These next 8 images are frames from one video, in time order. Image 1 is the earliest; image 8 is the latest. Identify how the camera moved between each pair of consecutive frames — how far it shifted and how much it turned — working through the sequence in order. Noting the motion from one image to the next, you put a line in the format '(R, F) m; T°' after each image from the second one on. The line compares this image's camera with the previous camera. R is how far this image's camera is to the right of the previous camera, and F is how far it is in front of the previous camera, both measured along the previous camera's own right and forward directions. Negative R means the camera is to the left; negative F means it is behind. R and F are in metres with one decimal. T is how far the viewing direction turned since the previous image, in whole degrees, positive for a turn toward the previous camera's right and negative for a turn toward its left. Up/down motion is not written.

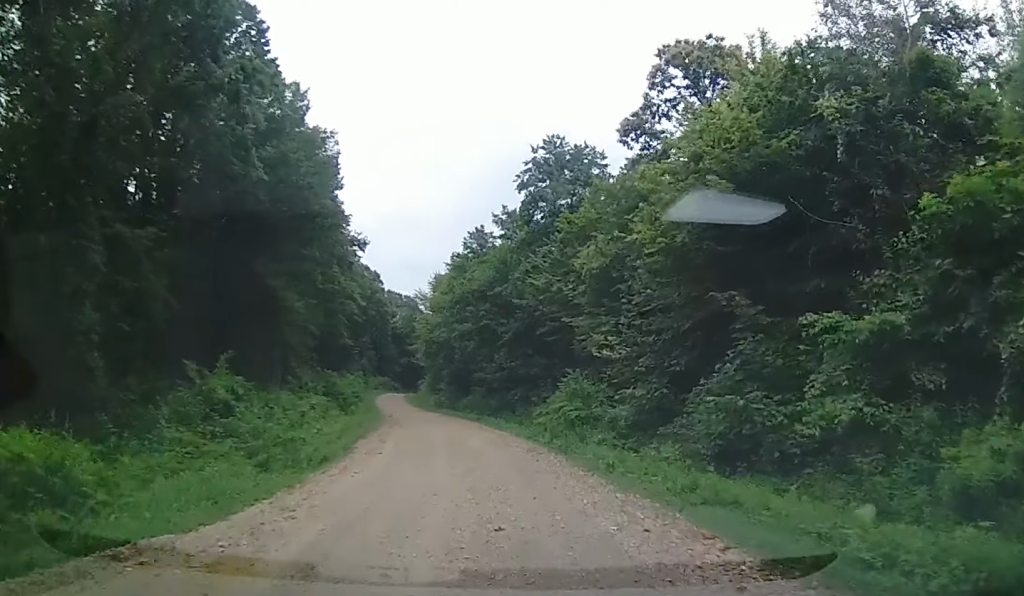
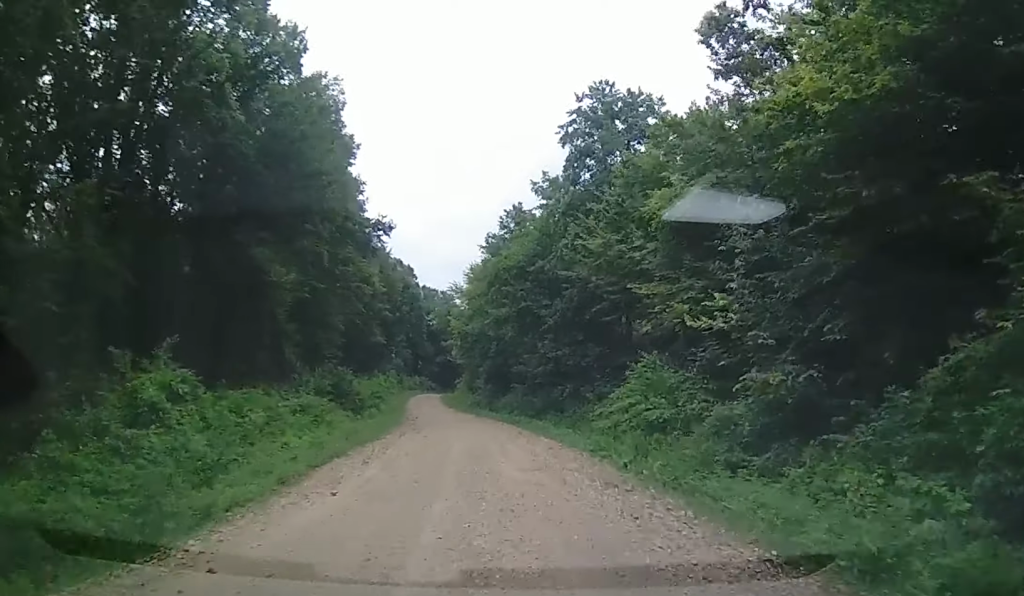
(-0.1, +7.7) m; -1°
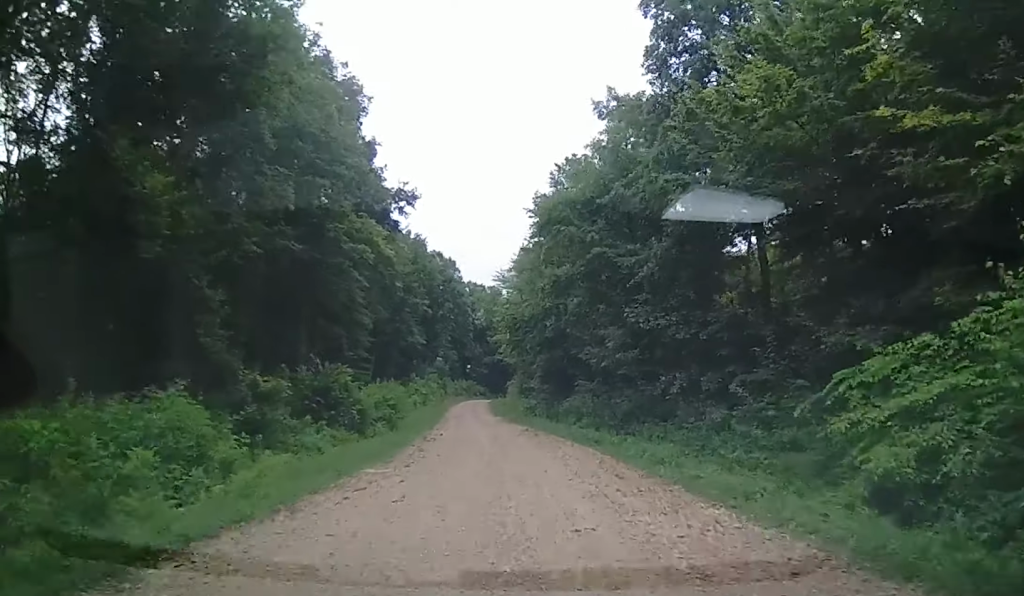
(0.0, +14.1) m; 0°
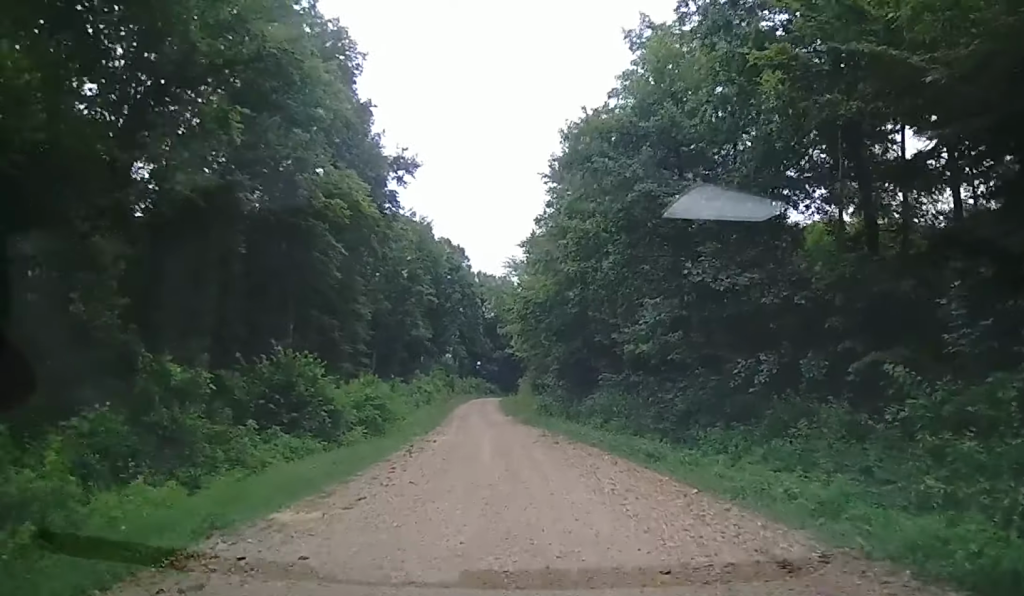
(0.0, +6.8) m; -1°
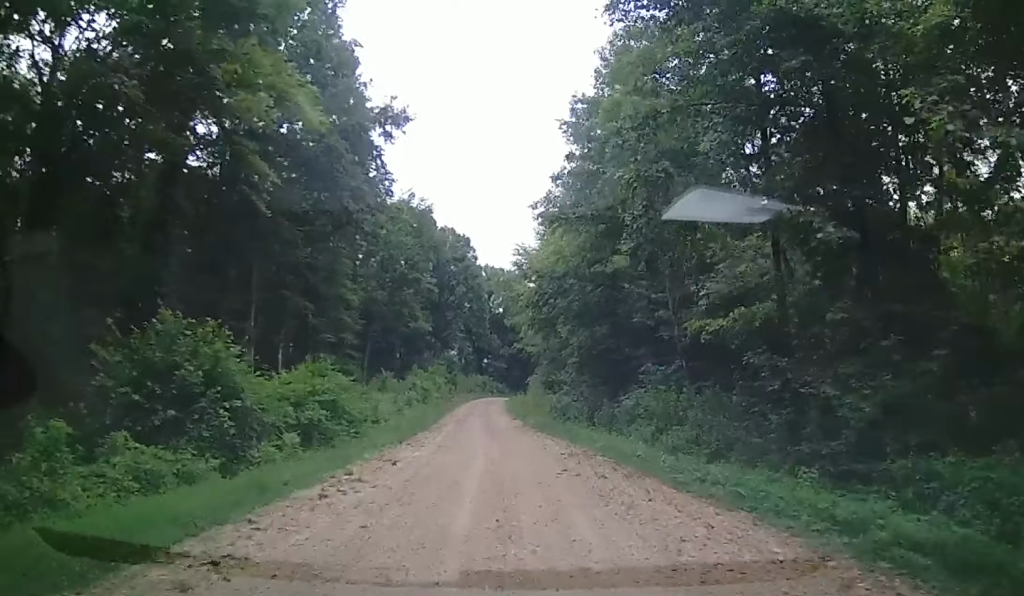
(-0.4, +9.3) m; -8°
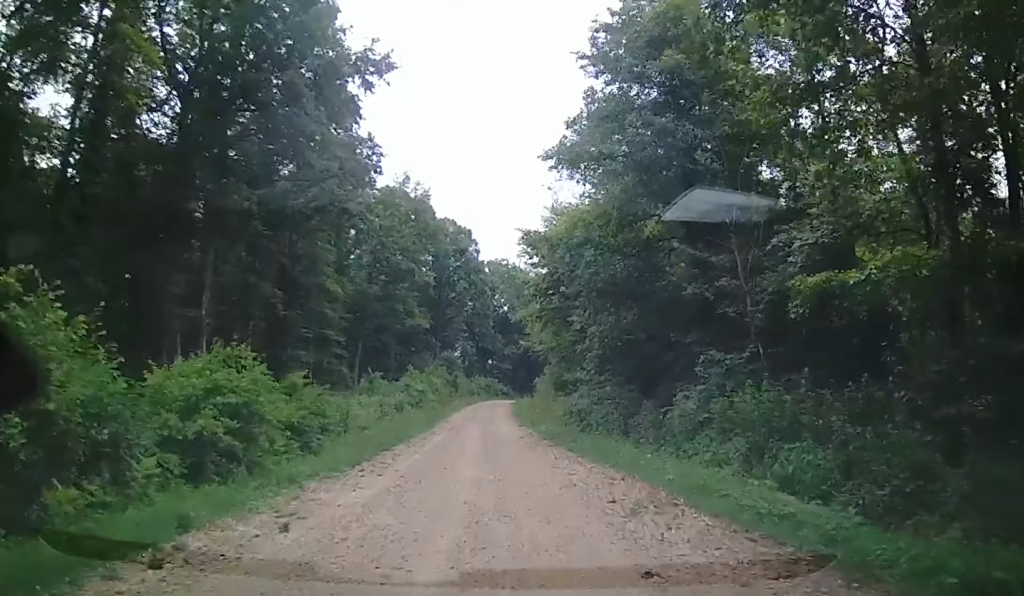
(-0.7, +7.2) m; -3°
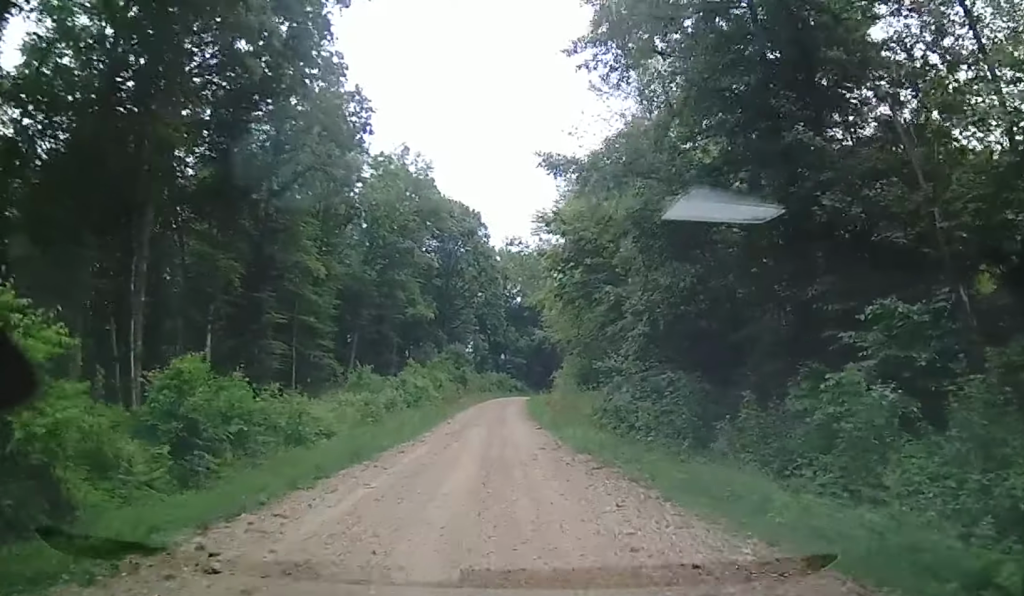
(+0.4, +7.6) m; +2°
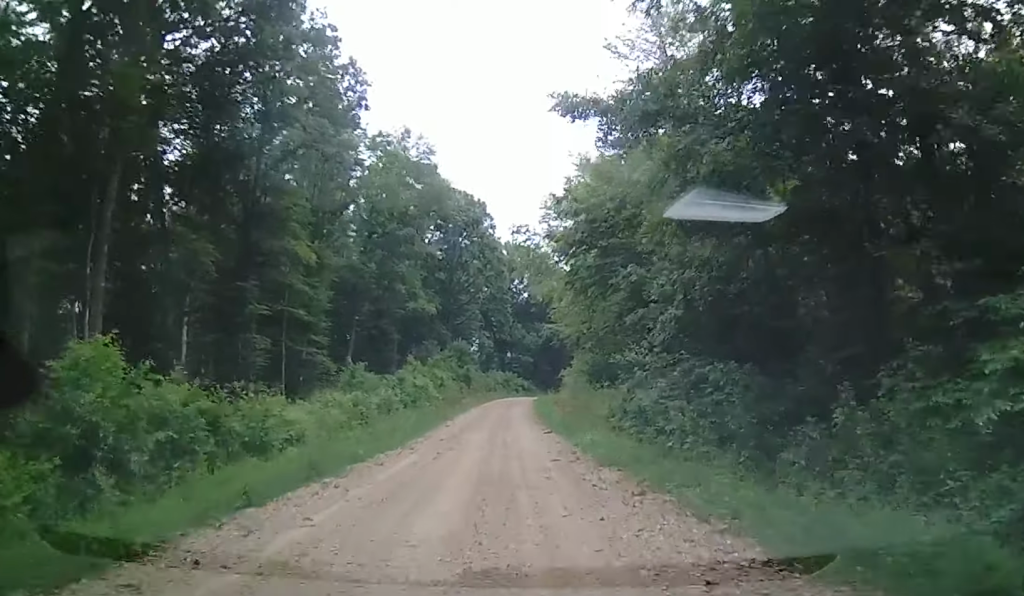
(0.0, +3.4) m; -2°
